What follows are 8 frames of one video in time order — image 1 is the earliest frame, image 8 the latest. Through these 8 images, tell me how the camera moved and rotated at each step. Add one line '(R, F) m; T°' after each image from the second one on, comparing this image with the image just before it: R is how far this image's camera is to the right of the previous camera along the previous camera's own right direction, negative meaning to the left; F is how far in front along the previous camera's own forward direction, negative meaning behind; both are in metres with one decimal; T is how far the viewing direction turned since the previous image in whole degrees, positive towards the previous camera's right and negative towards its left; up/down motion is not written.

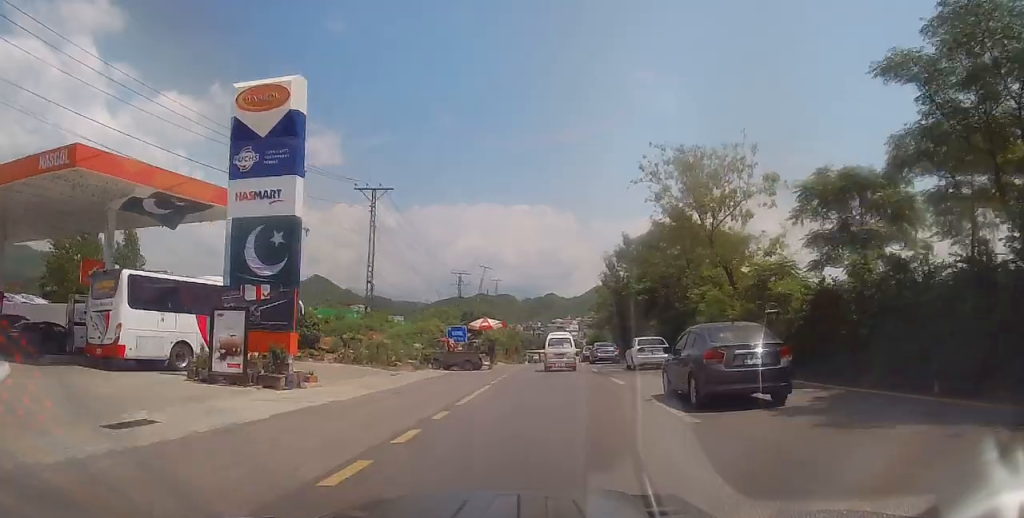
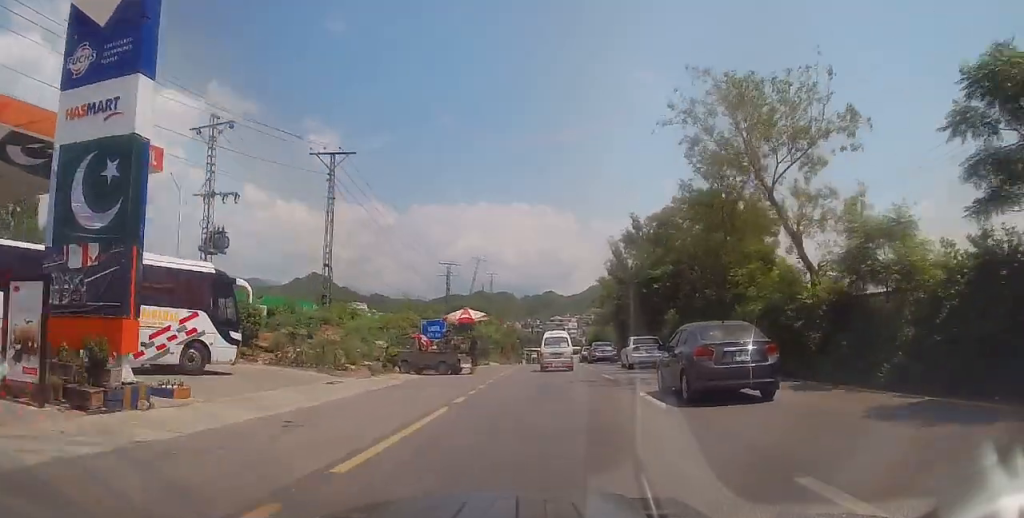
(0.0, +7.3) m; 0°
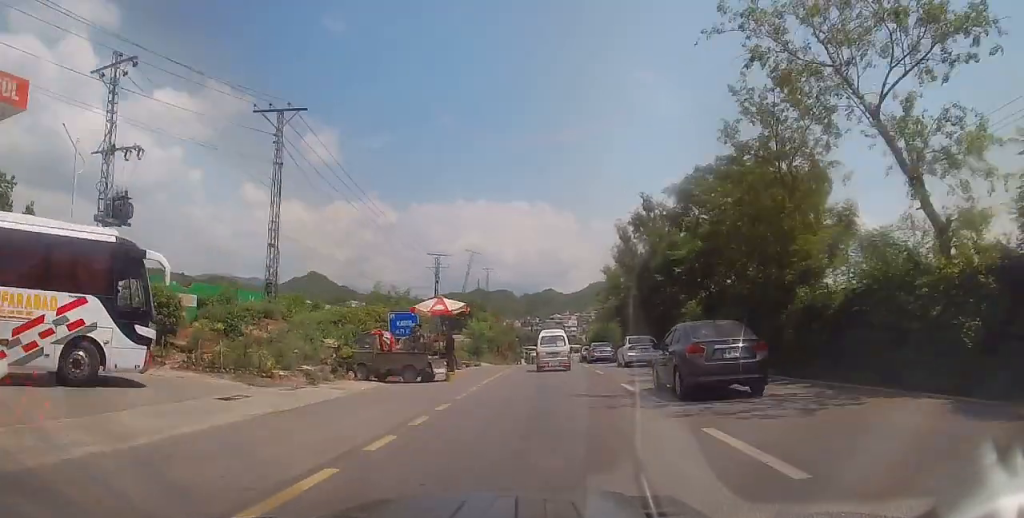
(+0.1, +6.3) m; -1°
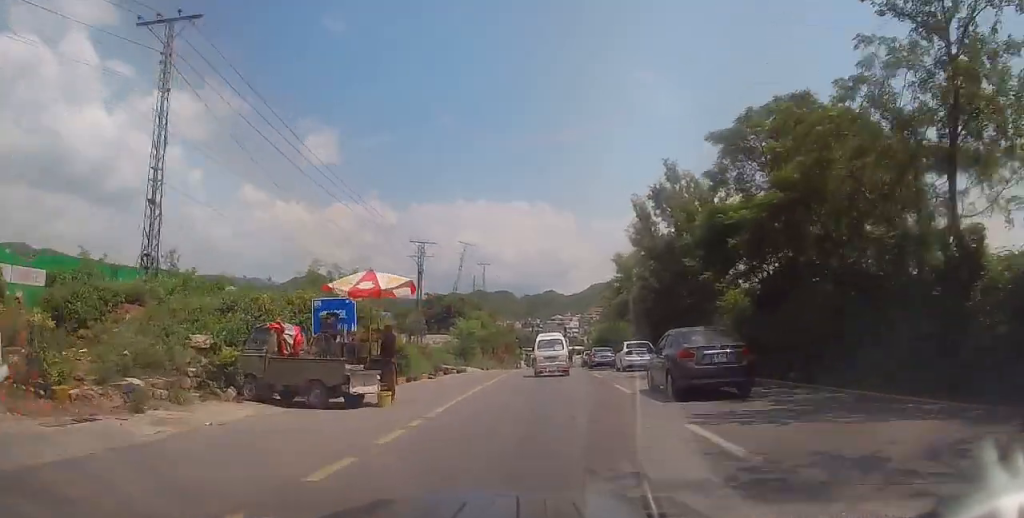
(0.0, +8.4) m; -1°
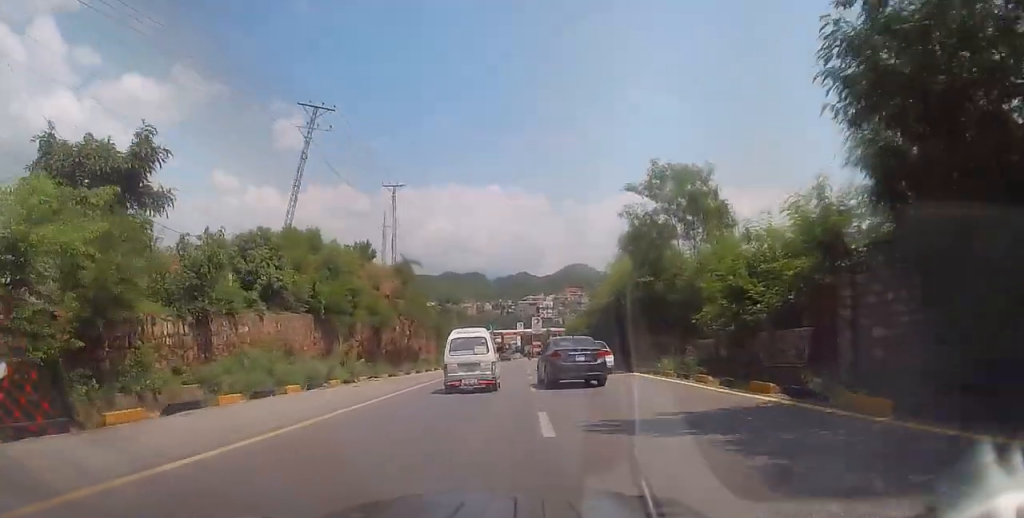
(+1.2, +43.7) m; +3°
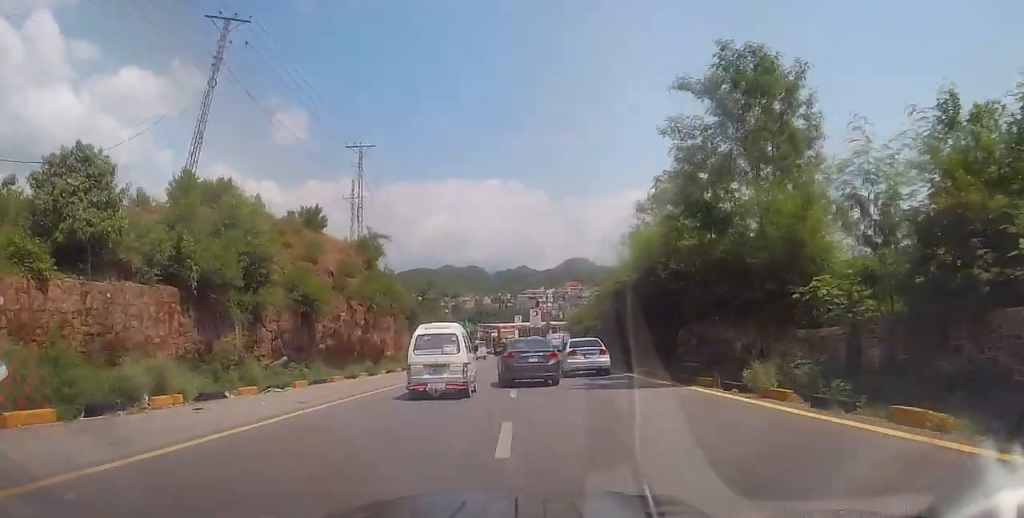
(0.0, +10.9) m; -1°
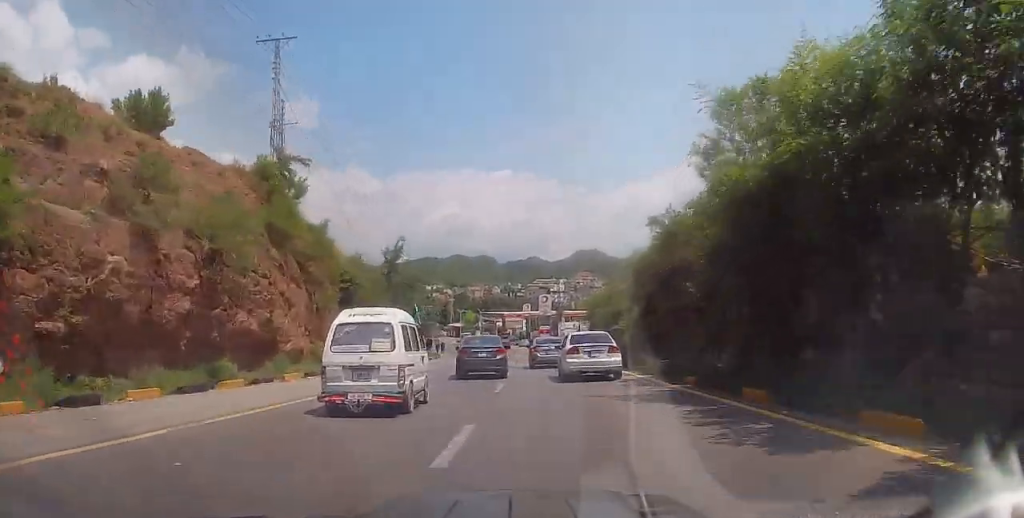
(-0.3, +18.0) m; -2°
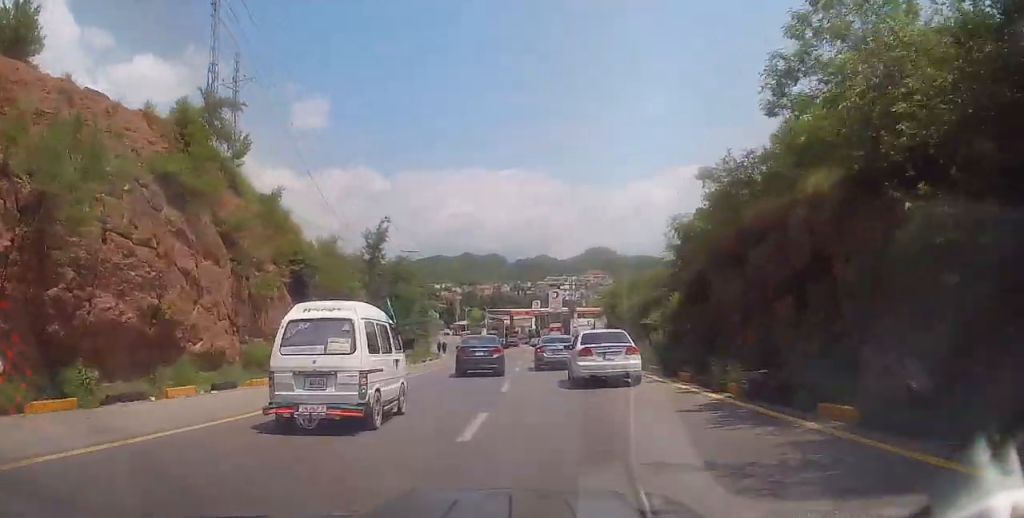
(0.0, +7.5) m; -1°
